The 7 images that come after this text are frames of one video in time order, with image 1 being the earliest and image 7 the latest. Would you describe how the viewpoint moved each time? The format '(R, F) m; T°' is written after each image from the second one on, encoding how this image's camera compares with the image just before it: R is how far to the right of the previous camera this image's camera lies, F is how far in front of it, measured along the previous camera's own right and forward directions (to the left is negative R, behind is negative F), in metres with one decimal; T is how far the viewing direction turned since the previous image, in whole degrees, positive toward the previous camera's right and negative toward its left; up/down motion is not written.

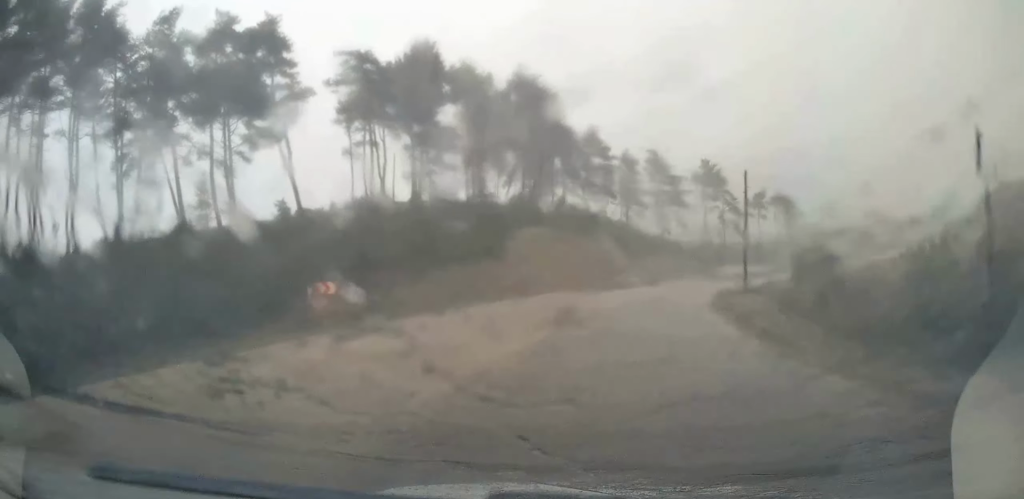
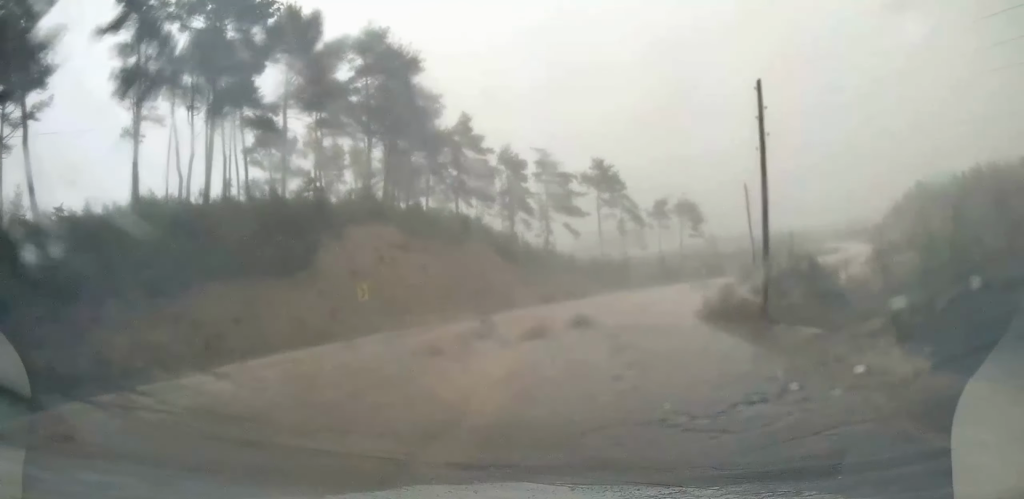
(+2.0, +21.7) m; +11°
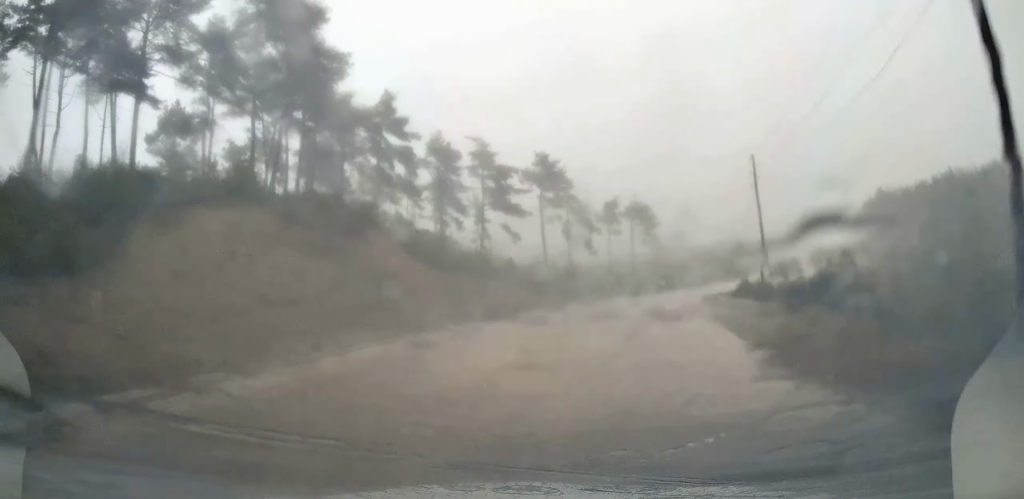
(+0.8, +13.4) m; +6°
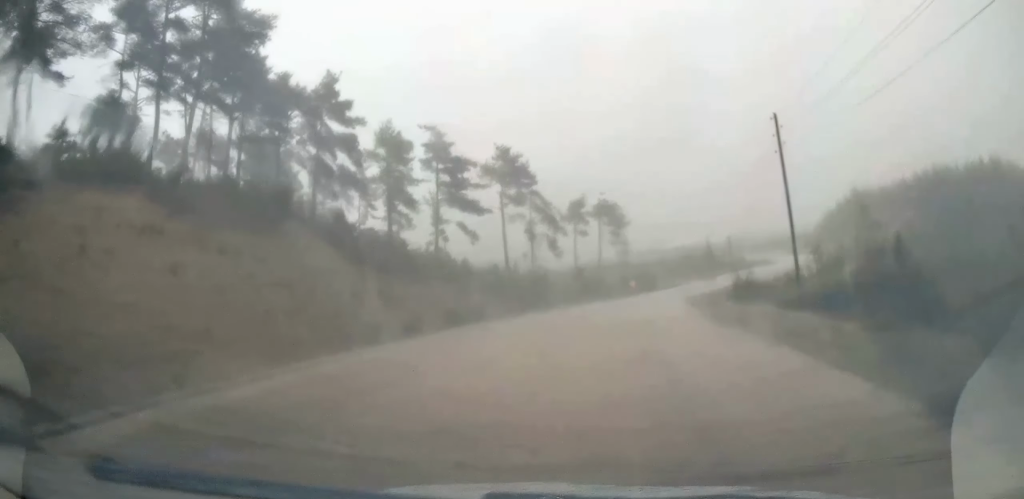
(+0.2, +8.5) m; +3°
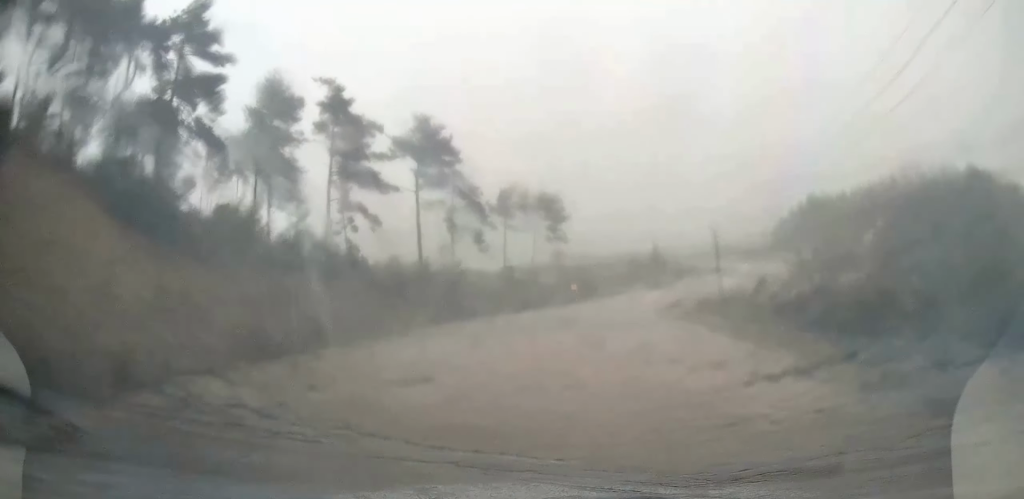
(+0.9, +17.6) m; +5°
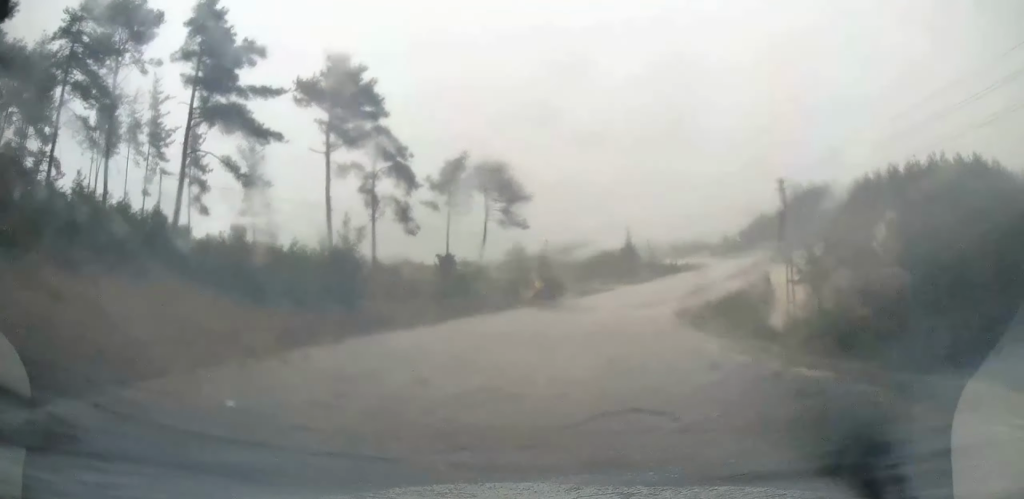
(+1.0, +20.0) m; +6°
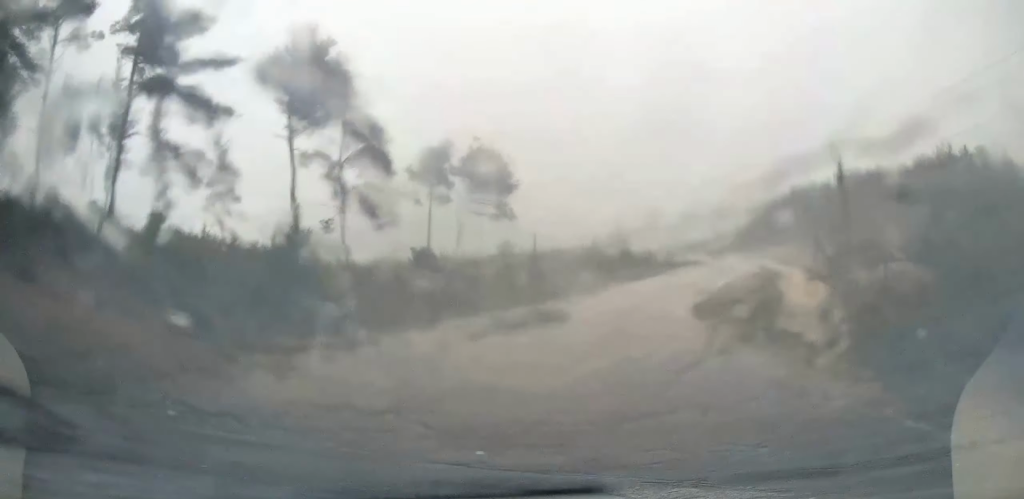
(+0.2, +6.3) m; +2°
